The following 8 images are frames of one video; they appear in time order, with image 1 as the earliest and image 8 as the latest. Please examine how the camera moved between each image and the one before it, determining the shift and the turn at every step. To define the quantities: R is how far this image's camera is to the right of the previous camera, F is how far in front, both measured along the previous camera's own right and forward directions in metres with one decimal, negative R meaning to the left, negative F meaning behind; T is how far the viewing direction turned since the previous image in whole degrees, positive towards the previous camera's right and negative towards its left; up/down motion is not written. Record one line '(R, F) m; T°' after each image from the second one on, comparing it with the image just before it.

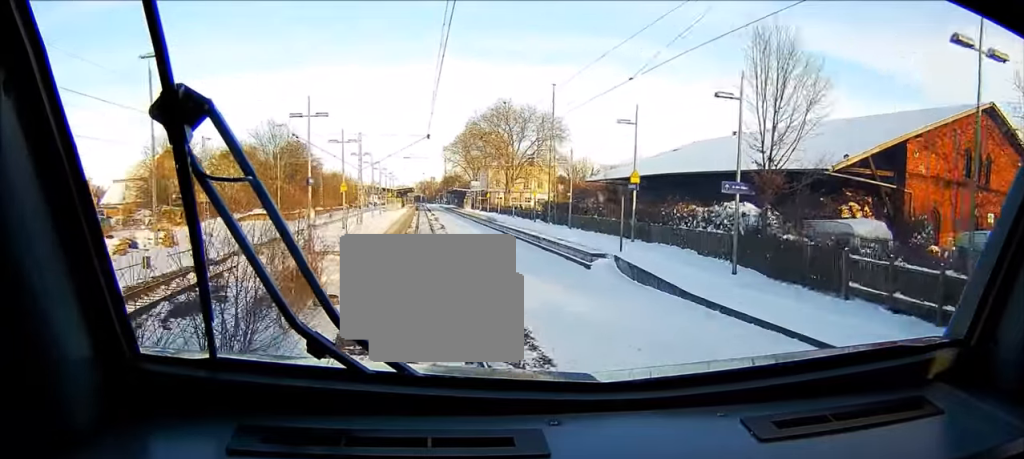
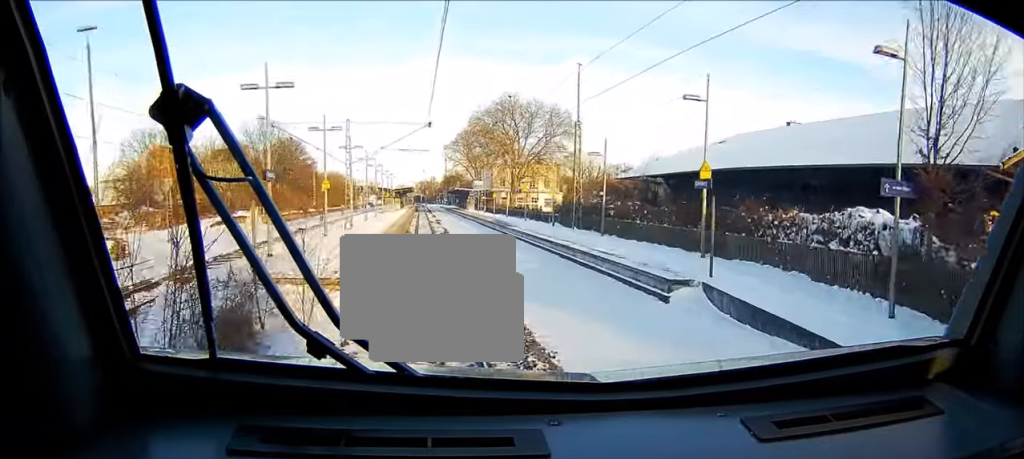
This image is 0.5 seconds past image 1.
(0.0, +8.4) m; 0°
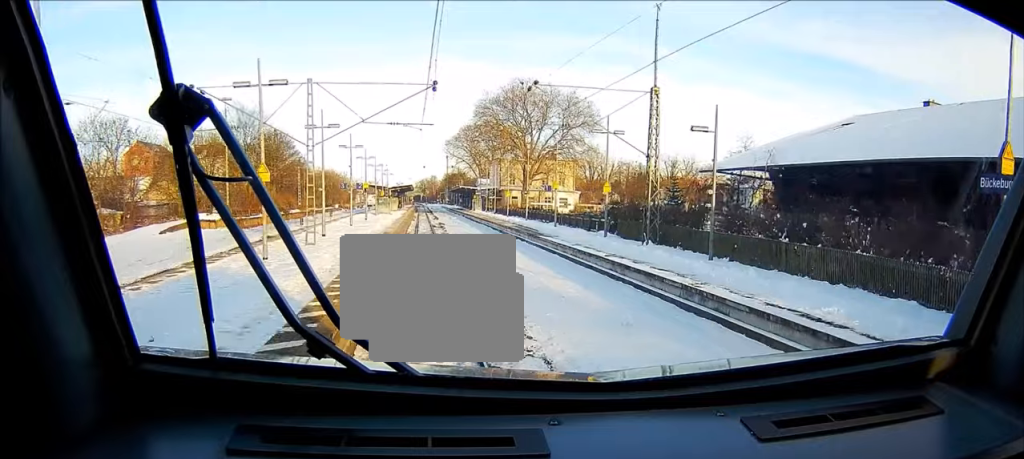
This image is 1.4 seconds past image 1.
(+0.1, +15.4) m; 0°
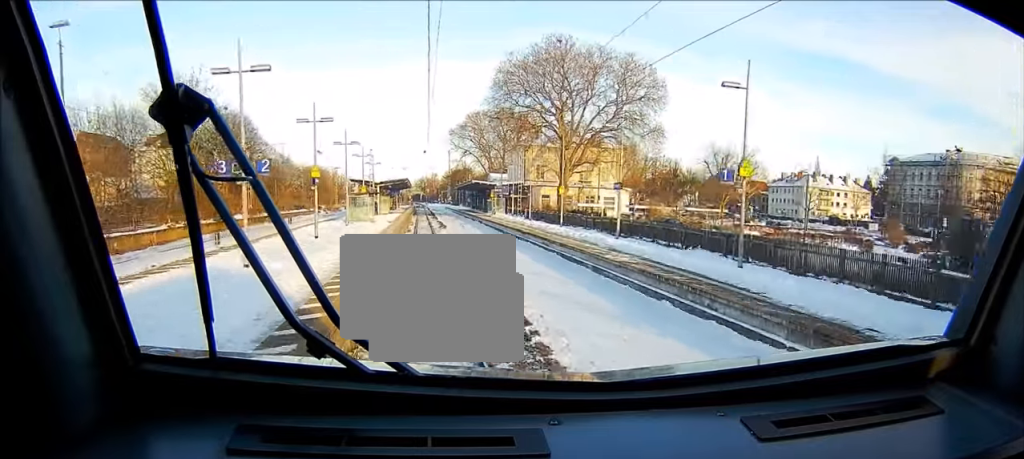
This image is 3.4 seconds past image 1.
(-0.3, +31.4) m; -1°
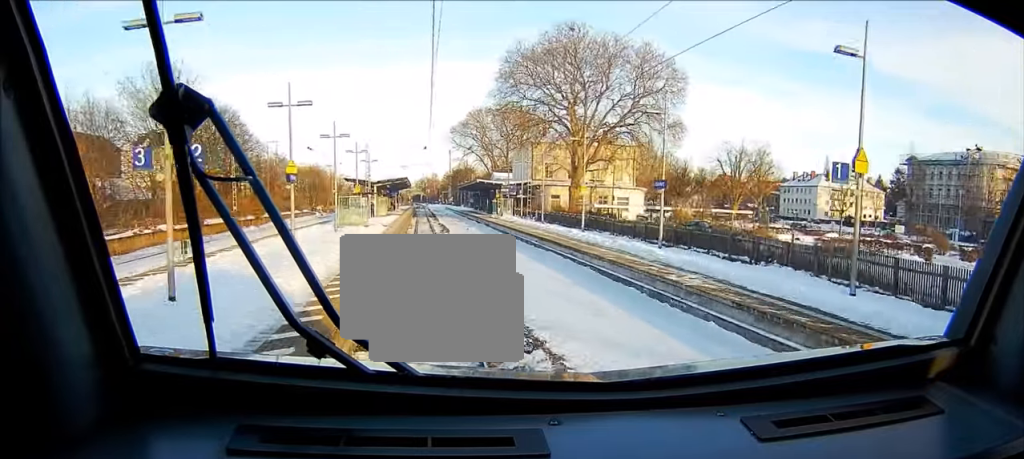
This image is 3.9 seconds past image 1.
(0.0, +6.5) m; 0°
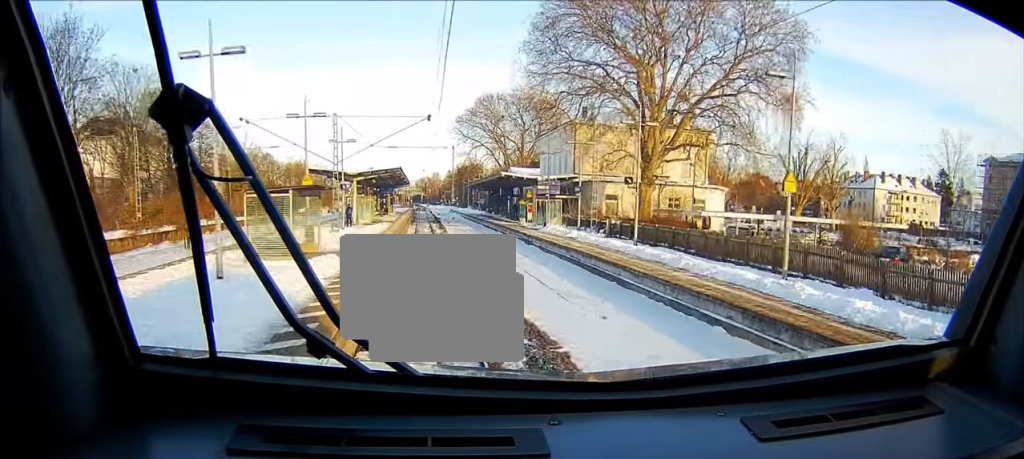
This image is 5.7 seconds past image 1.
(-0.1, +25.7) m; 0°
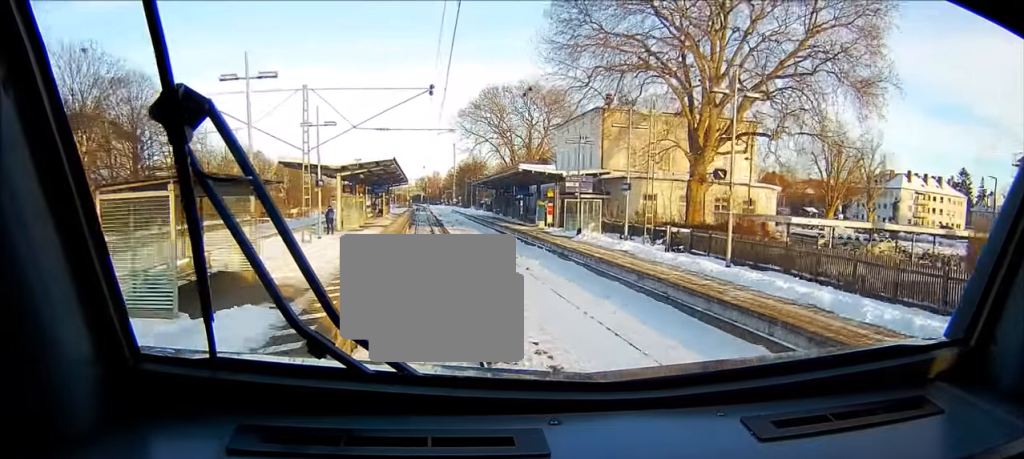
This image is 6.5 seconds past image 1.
(0.0, +10.7) m; 0°
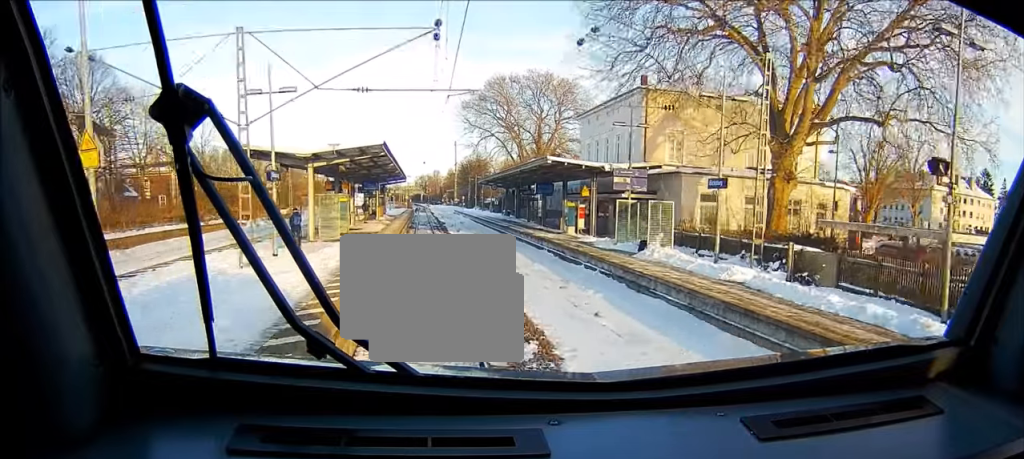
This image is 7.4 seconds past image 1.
(+0.1, +11.8) m; 0°
